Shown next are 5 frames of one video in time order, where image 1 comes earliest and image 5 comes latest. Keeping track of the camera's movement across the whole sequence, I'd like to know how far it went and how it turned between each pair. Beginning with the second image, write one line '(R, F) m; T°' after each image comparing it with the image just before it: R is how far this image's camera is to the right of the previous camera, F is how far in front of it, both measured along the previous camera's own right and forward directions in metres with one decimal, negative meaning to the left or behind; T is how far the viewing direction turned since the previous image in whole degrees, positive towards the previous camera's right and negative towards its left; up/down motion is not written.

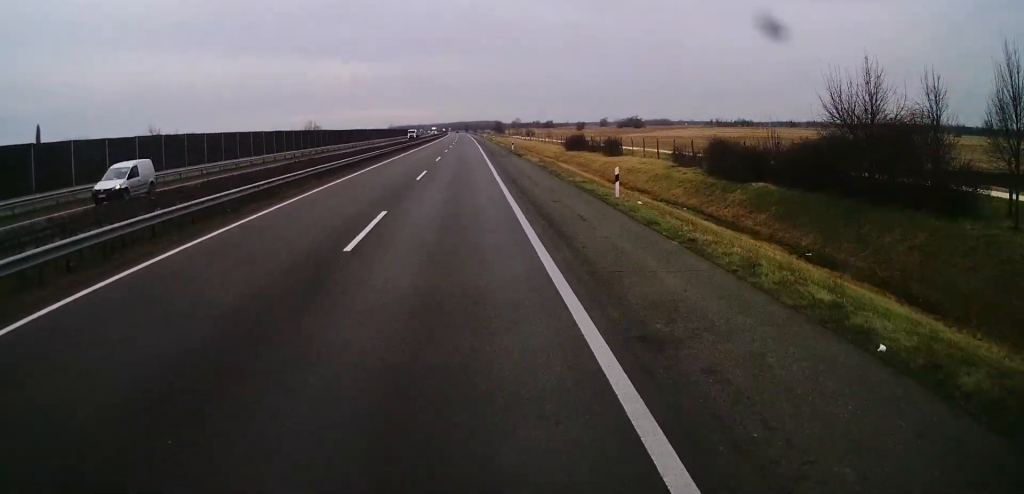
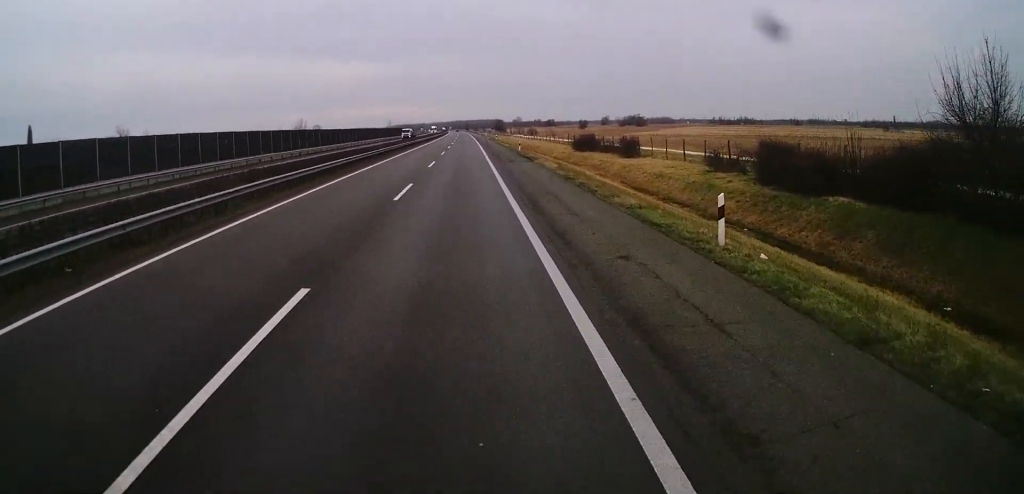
(0.0, +9.3) m; 0°
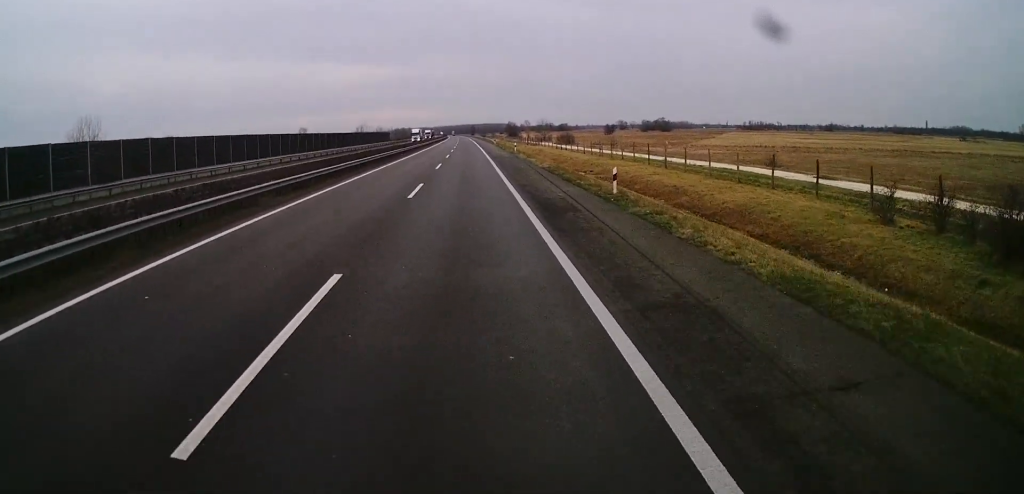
(+0.9, +89.8) m; 0°
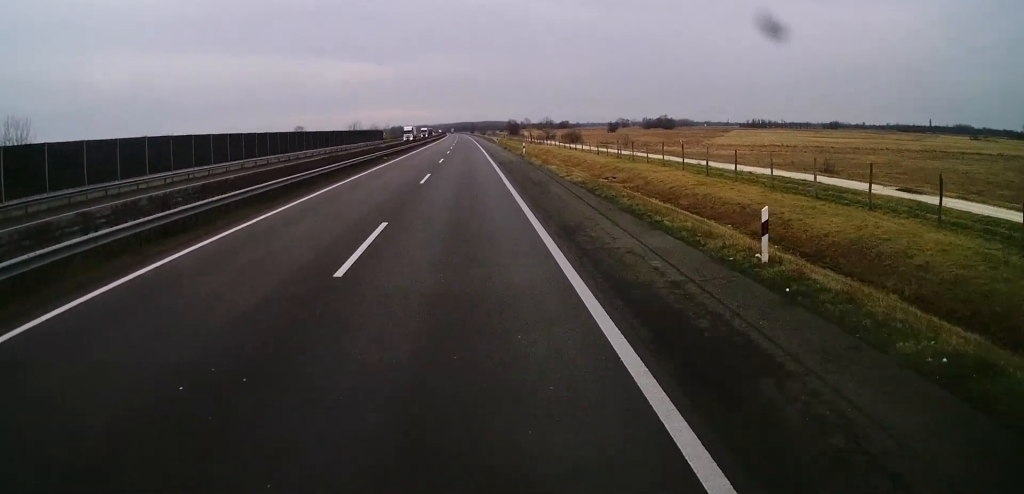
(+0.2, +12.4) m; 0°
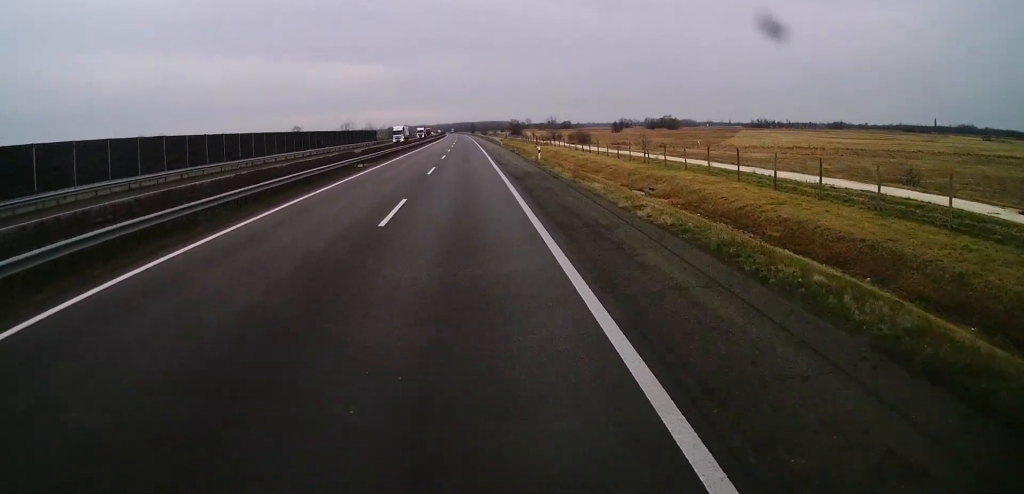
(+0.1, +13.1) m; 0°
